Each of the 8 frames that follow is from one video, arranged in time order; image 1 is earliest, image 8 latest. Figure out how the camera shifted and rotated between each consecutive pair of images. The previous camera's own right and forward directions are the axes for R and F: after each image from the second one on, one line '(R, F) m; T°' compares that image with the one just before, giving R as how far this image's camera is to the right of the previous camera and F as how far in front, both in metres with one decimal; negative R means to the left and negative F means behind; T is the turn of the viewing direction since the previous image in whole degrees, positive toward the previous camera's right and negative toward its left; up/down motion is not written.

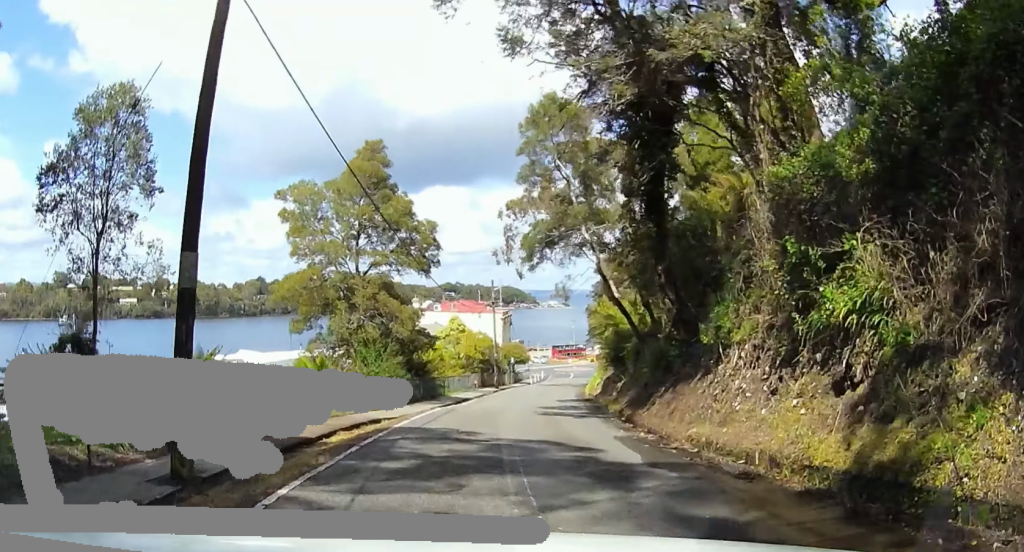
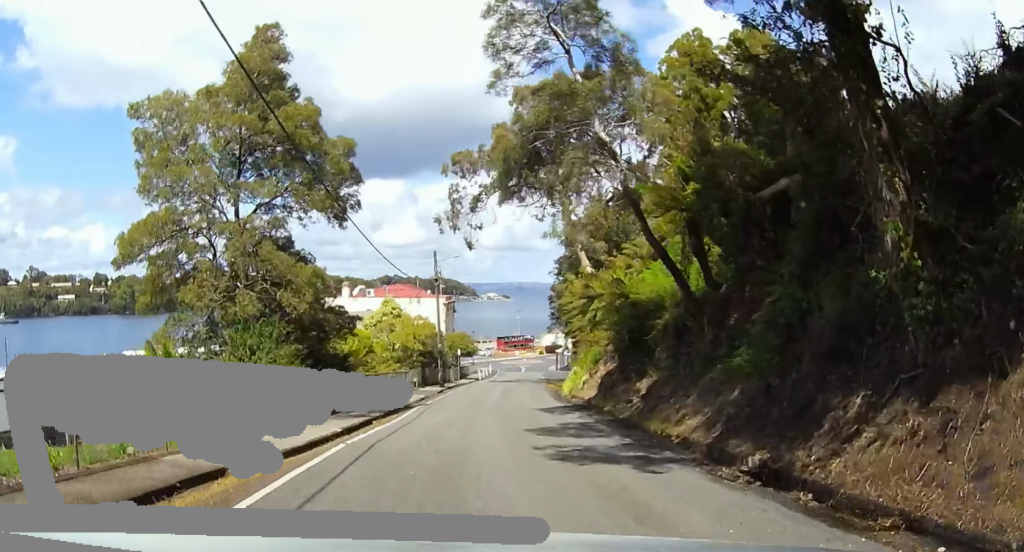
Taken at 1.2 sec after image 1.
(+0.5, +10.8) m; +3°
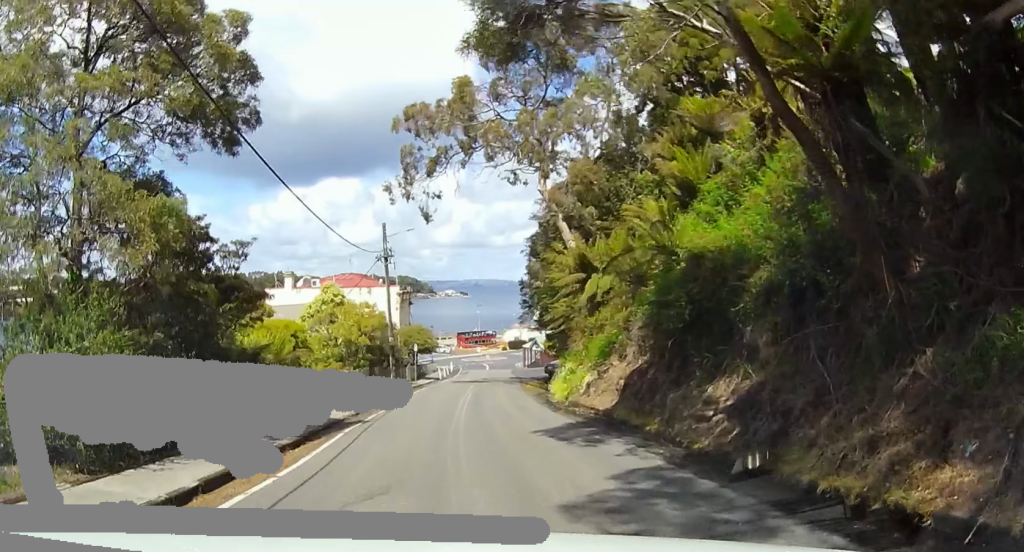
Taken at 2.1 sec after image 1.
(0.0, +8.4) m; 0°
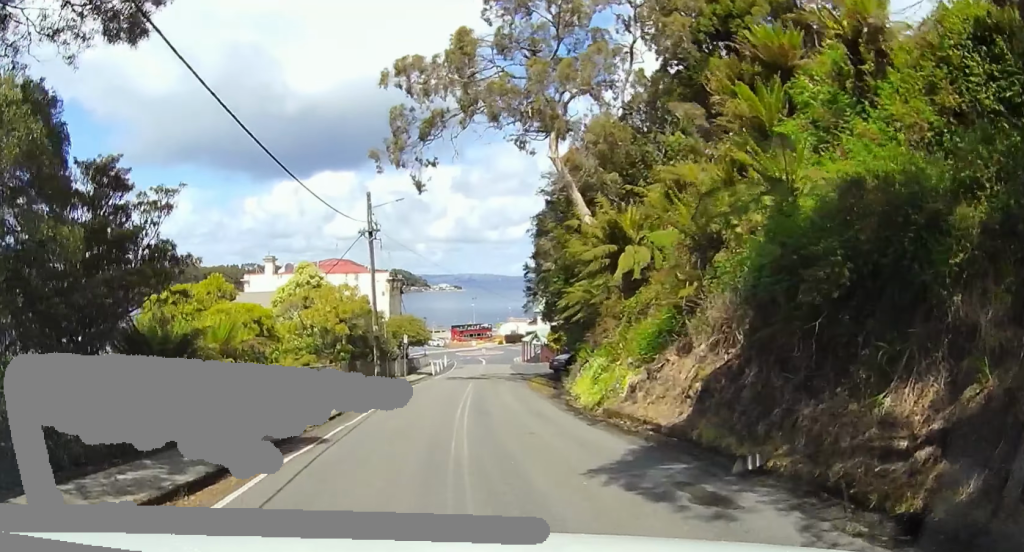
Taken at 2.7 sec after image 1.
(0.0, +5.6) m; 0°
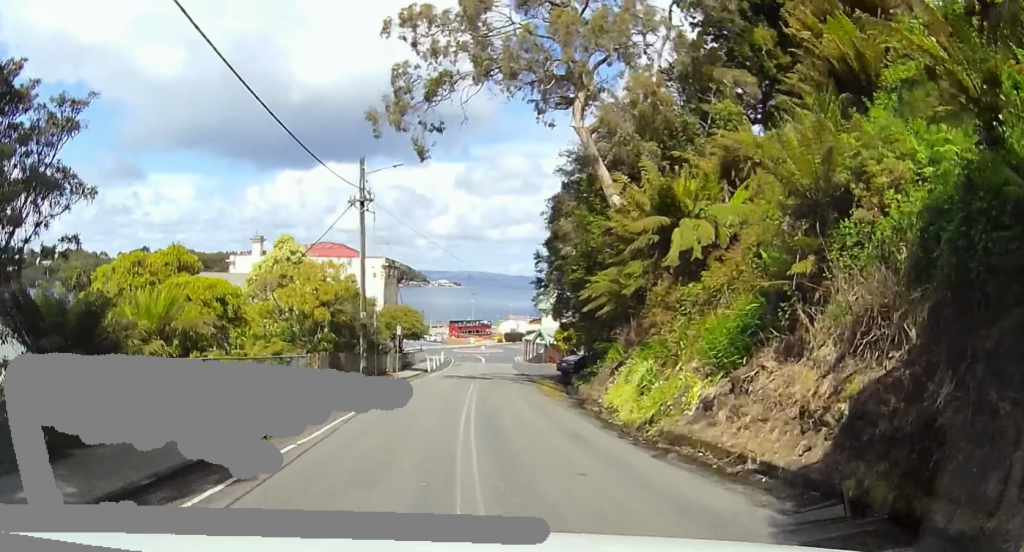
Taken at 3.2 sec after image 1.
(0.0, +4.7) m; 0°
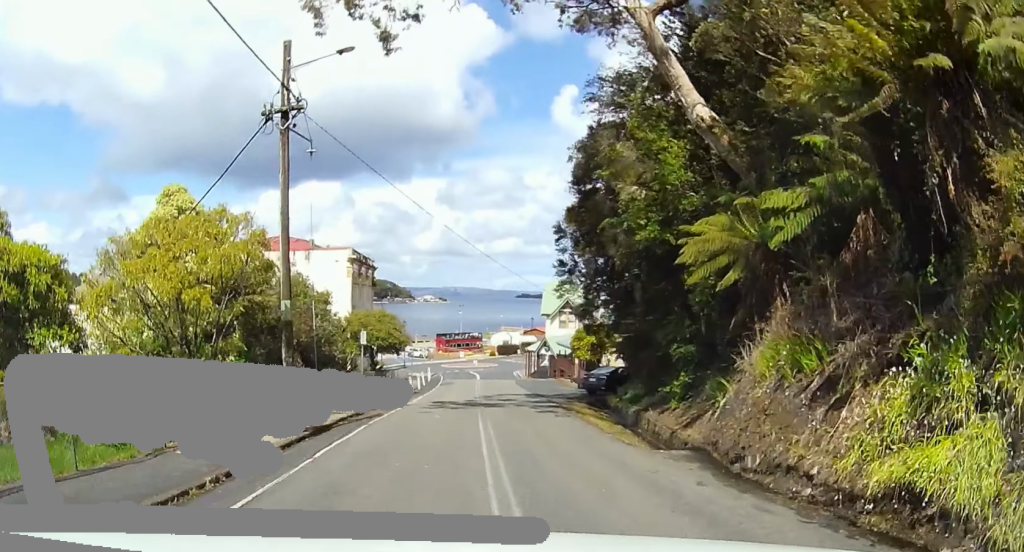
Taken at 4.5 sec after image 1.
(0.0, +11.6) m; 0°
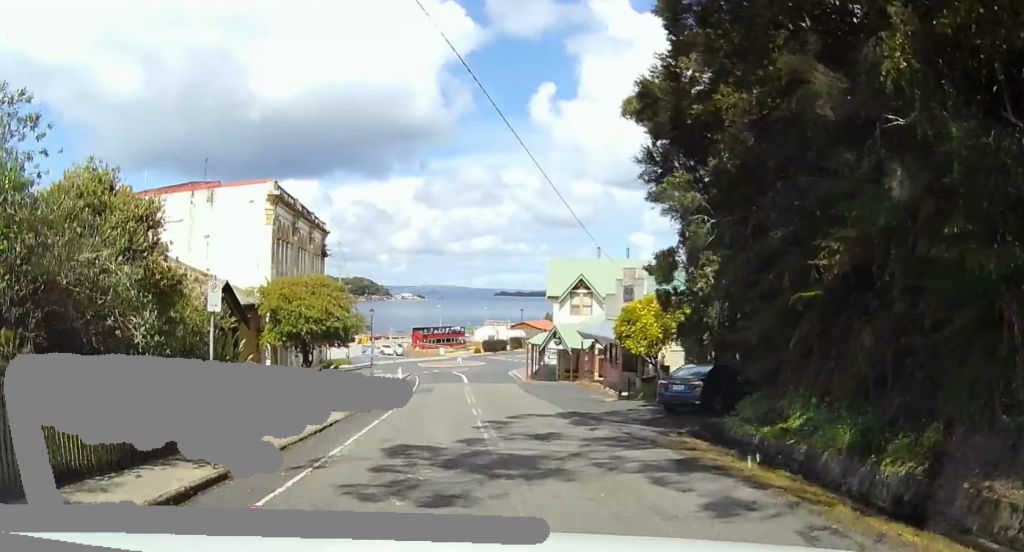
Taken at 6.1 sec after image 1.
(0.0, +15.2) m; 0°
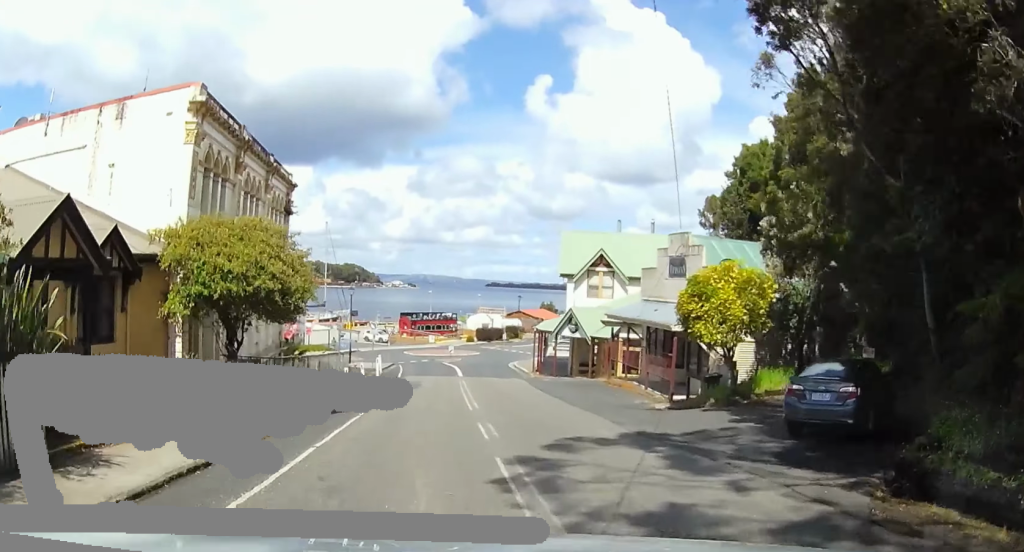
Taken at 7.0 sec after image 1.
(0.0, +8.5) m; +1°
